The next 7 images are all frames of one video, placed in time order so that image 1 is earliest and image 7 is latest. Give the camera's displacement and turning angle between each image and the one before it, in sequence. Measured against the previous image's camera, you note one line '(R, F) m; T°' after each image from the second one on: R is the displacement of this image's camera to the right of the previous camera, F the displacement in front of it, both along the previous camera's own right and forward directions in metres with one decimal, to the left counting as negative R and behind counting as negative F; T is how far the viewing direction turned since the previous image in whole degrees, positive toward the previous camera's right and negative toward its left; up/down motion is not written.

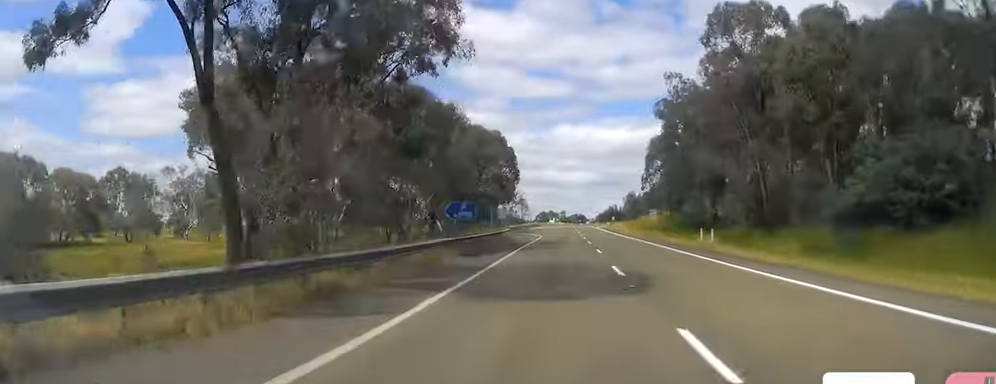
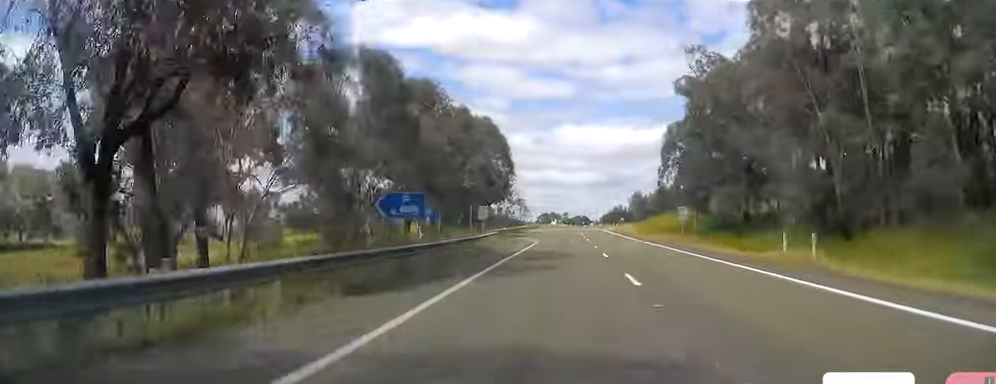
(0.0, +15.3) m; +1°
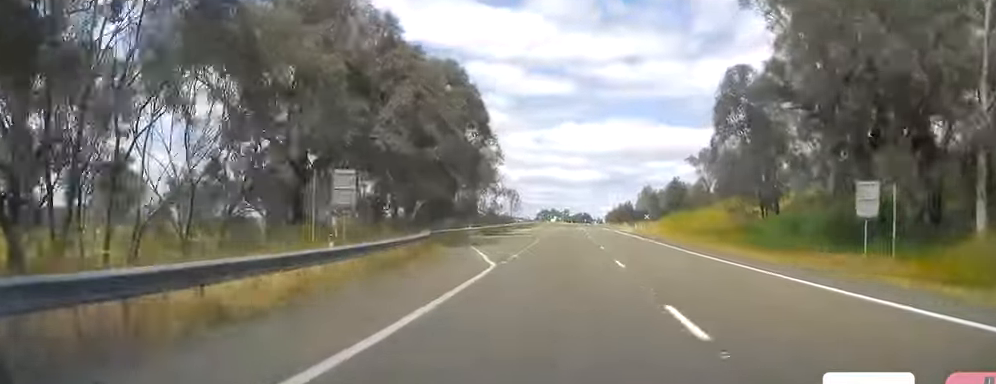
(+0.5, +30.6) m; +1°
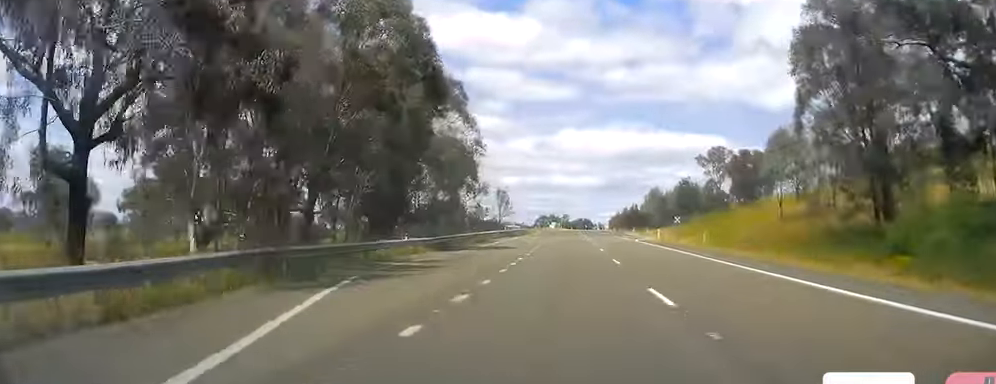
(+0.1, +21.0) m; -1°
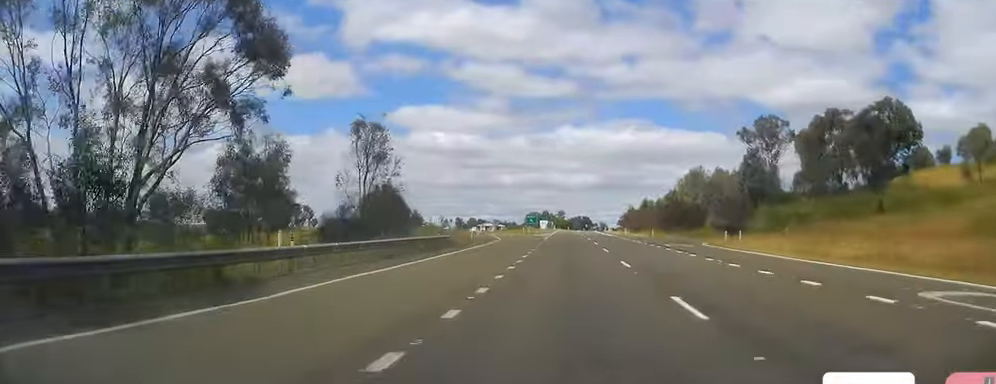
(-1.4, +73.7) m; 0°
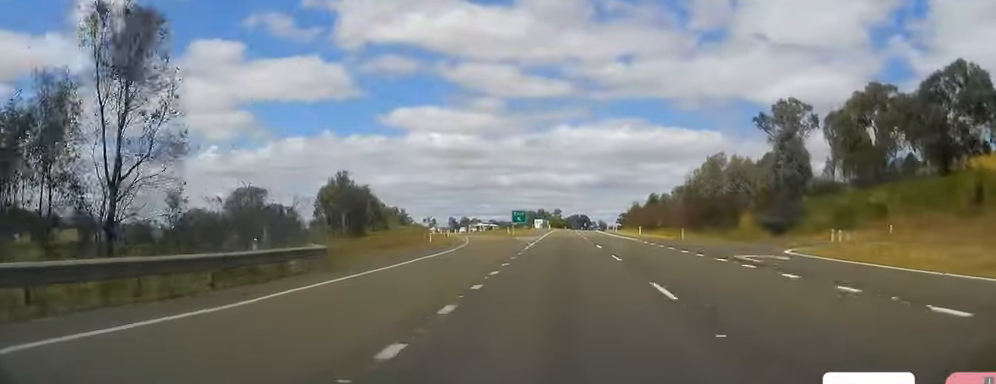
(+0.2, +22.2) m; 0°
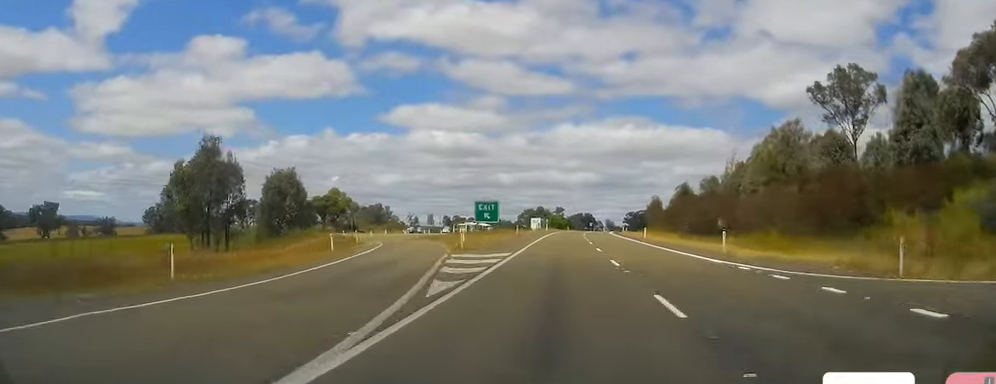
(0.0, +38.6) m; 0°
